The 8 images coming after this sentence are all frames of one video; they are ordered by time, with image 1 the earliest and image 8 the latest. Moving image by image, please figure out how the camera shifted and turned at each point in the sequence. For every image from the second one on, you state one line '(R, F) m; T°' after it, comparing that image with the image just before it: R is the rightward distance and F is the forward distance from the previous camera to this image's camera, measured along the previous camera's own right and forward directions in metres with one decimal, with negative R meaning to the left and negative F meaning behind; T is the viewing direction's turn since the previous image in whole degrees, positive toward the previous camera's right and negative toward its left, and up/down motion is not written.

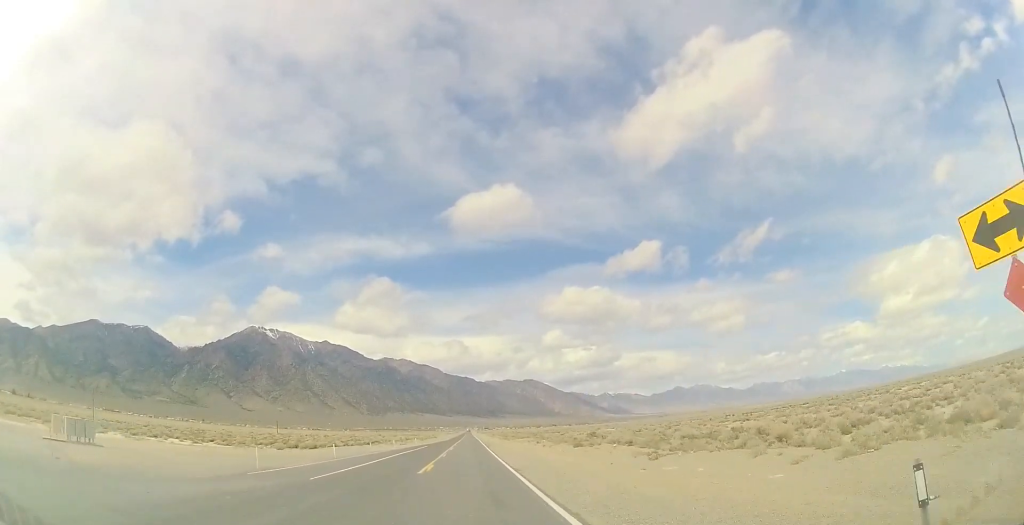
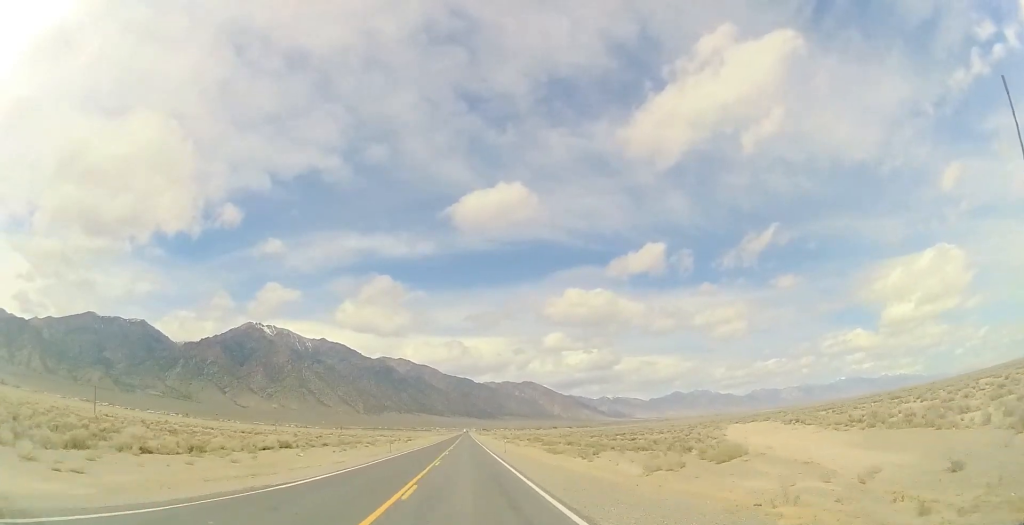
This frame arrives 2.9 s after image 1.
(+1.1, +90.4) m; +2°
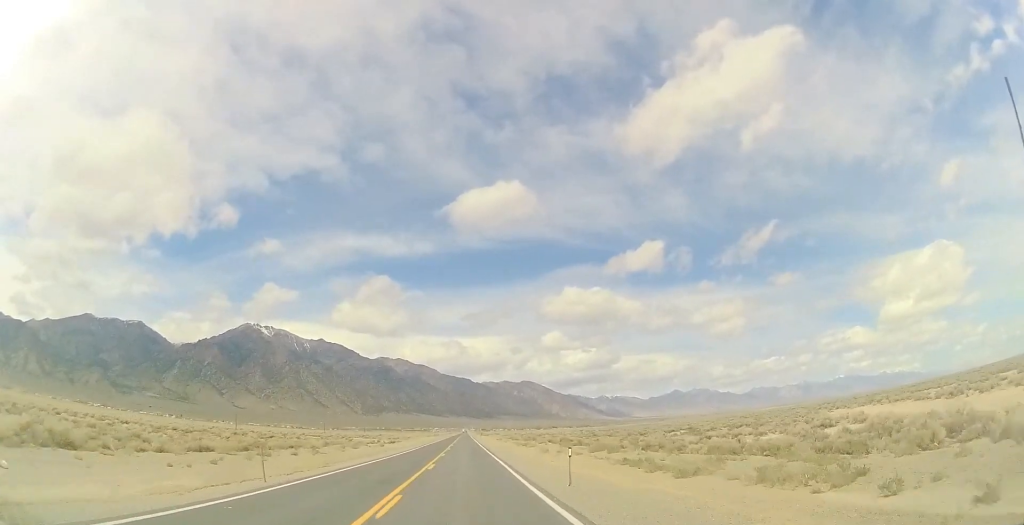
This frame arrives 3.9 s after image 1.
(+0.1, +30.0) m; 0°
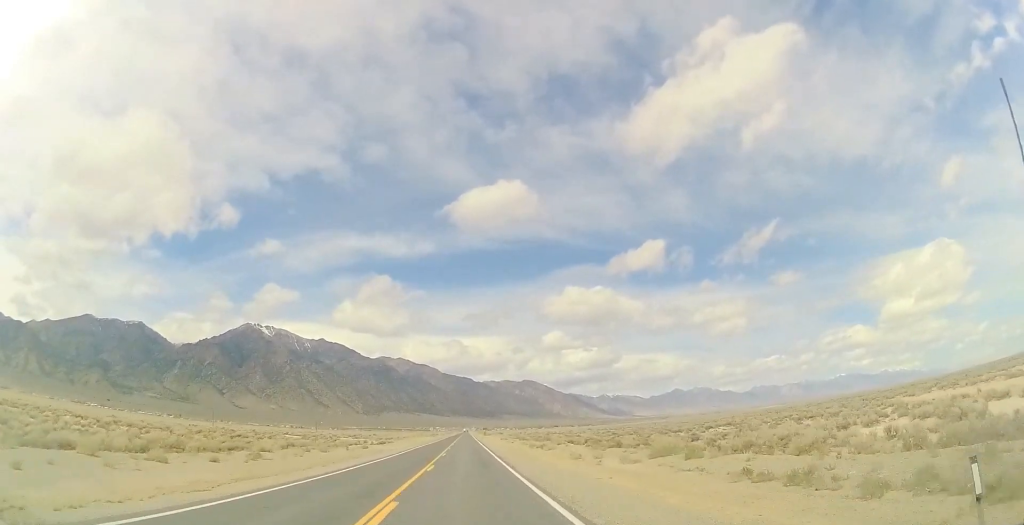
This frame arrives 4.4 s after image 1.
(-0.1, +14.5) m; -1°
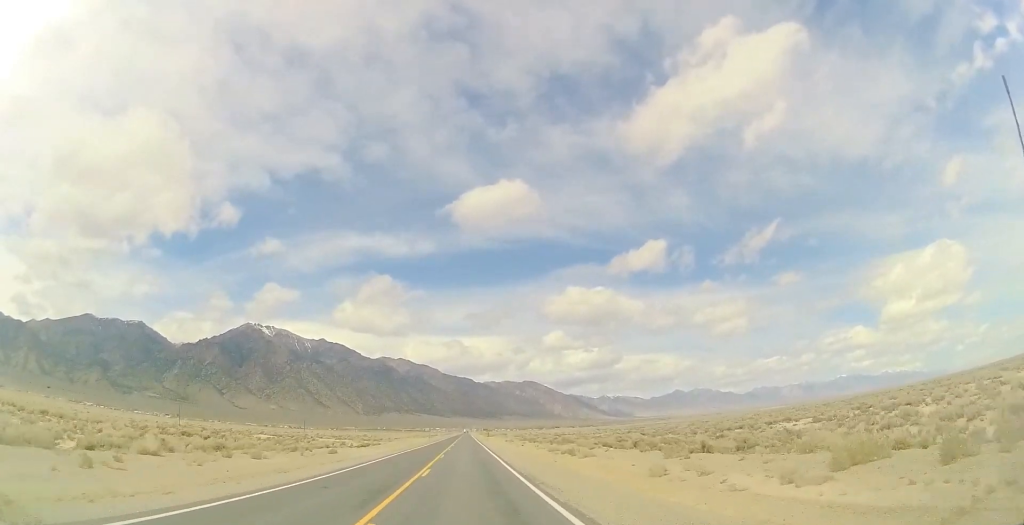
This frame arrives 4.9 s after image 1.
(-0.1, +16.6) m; 0°
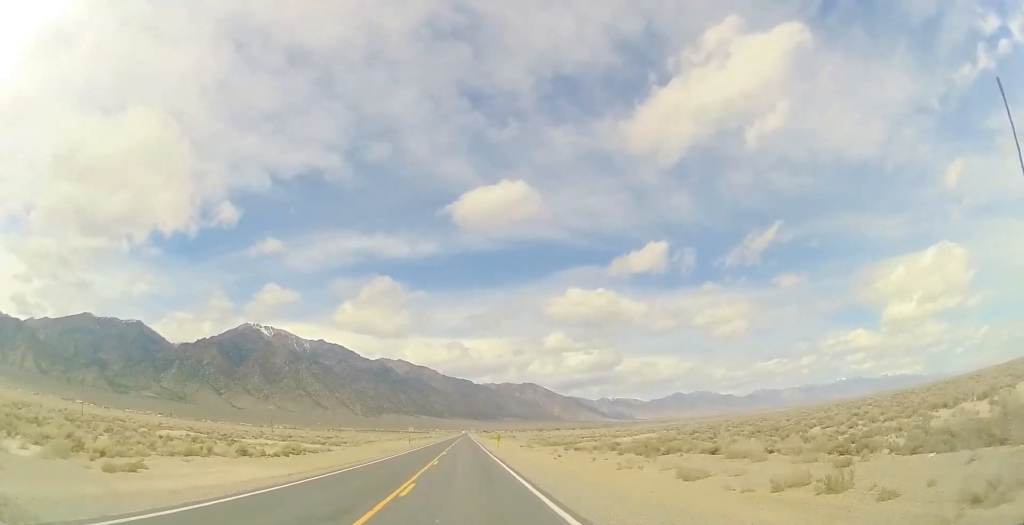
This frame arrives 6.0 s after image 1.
(+0.1, +33.4) m; +1°
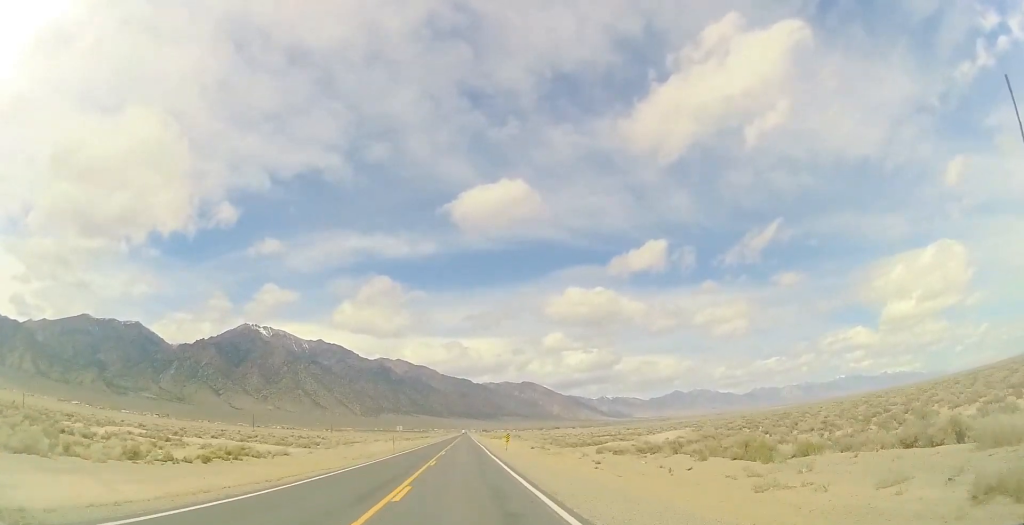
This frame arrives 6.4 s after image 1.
(+0.3, +14.6) m; 0°
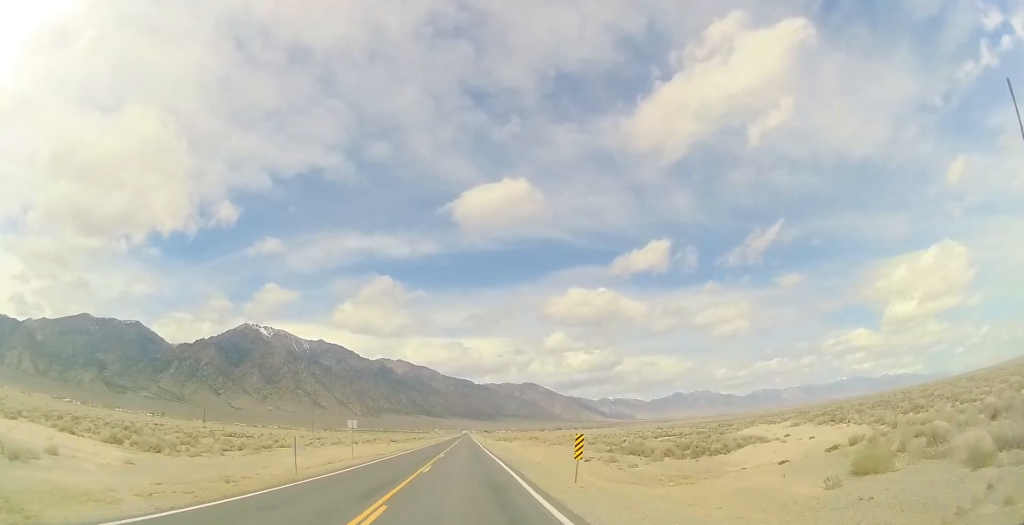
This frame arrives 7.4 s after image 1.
(-0.2, +31.4) m; -1°
